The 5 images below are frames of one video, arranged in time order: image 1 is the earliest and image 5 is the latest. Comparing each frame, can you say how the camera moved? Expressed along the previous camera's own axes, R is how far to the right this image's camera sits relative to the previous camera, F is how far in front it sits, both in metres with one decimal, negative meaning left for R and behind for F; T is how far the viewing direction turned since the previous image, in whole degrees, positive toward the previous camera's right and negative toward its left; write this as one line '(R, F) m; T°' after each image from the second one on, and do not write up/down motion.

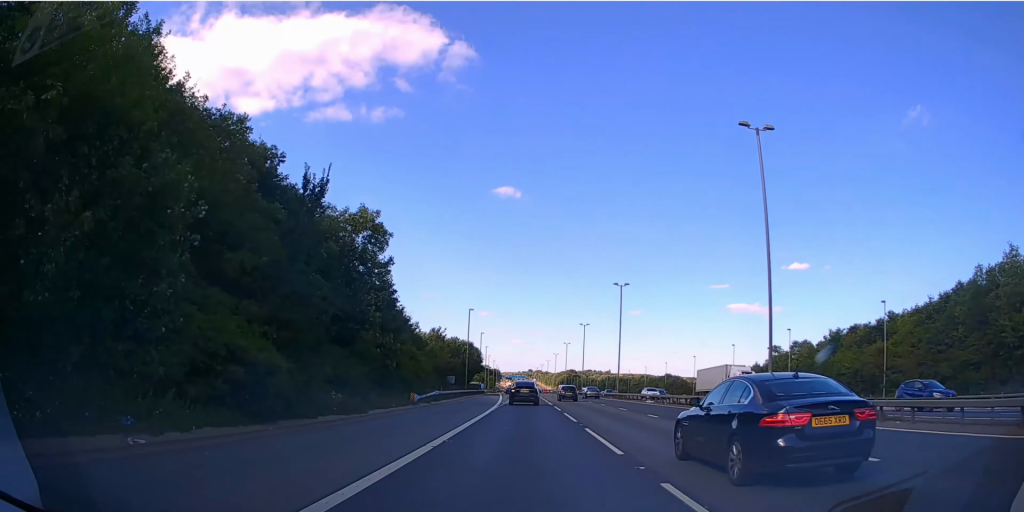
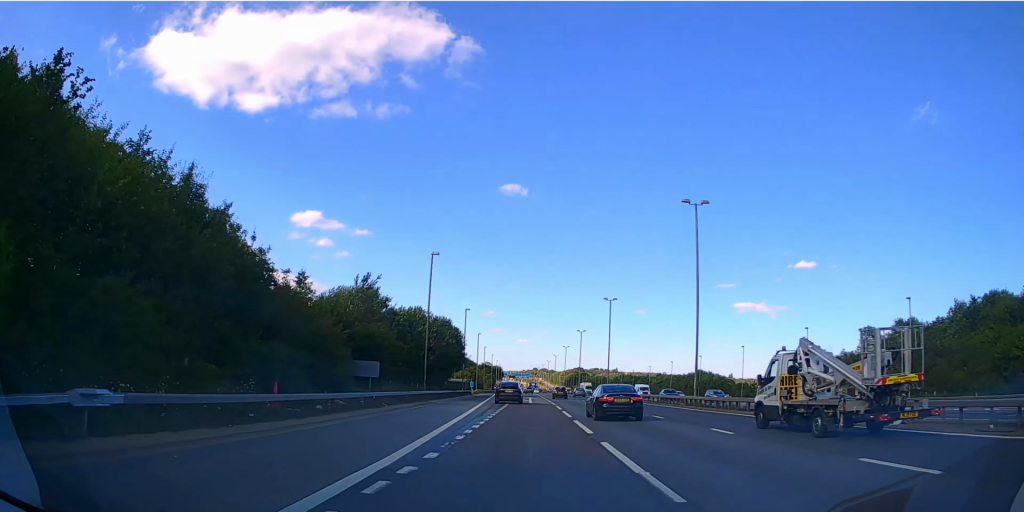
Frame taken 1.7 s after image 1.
(-0.2, +35.3) m; -1°
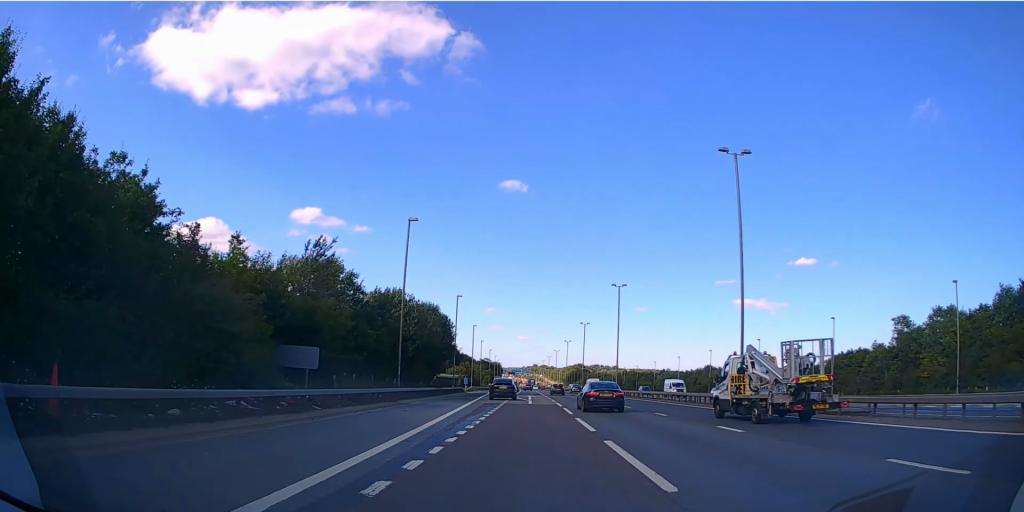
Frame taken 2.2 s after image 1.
(-0.1, +9.7) m; 0°
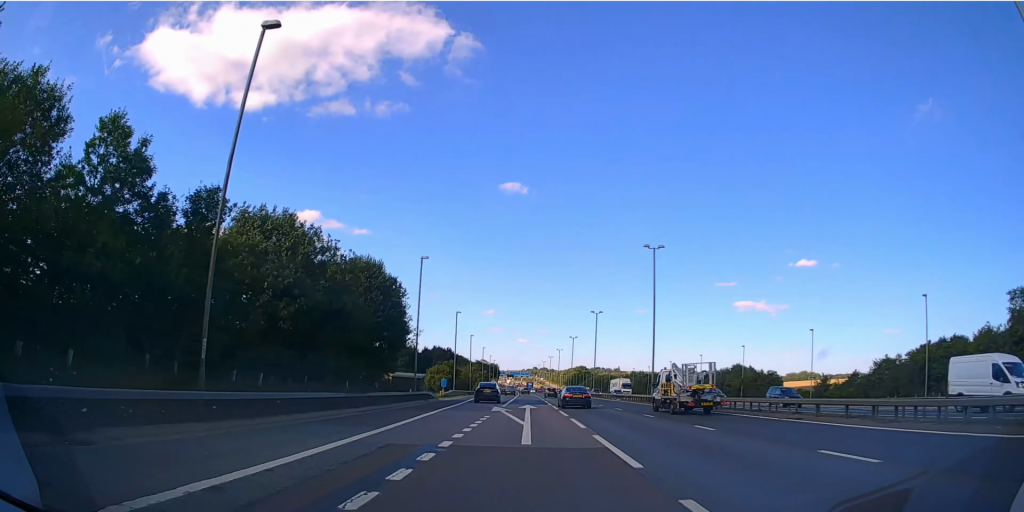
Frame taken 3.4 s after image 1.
(0.0, +24.8) m; 0°
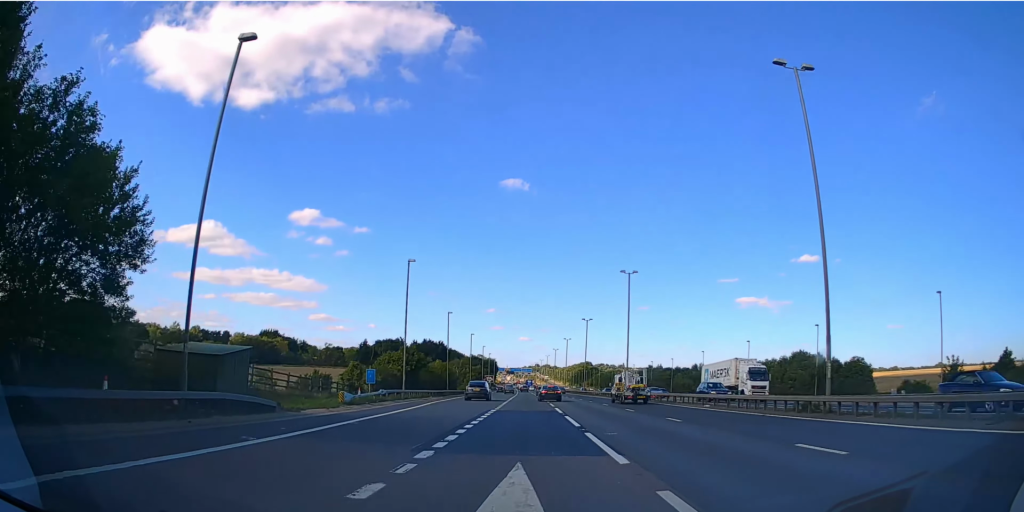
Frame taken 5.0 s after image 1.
(+0.1, +35.9) m; 0°
